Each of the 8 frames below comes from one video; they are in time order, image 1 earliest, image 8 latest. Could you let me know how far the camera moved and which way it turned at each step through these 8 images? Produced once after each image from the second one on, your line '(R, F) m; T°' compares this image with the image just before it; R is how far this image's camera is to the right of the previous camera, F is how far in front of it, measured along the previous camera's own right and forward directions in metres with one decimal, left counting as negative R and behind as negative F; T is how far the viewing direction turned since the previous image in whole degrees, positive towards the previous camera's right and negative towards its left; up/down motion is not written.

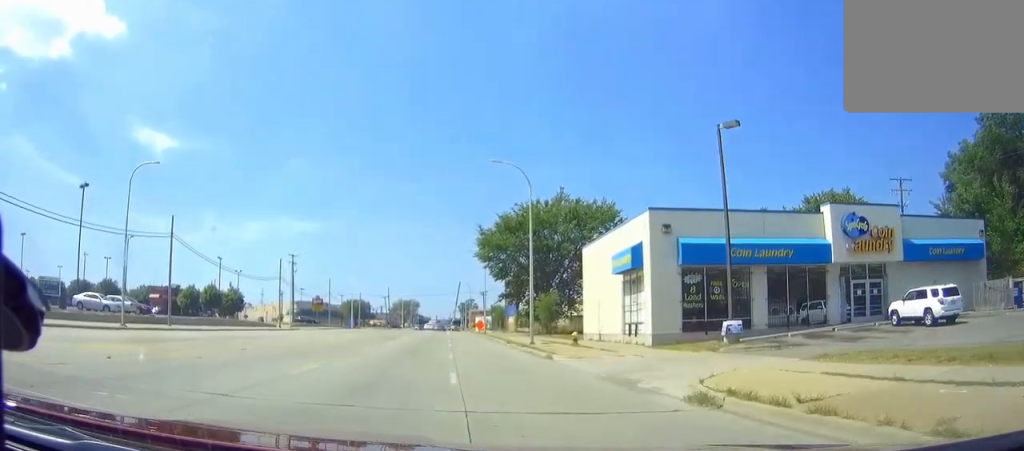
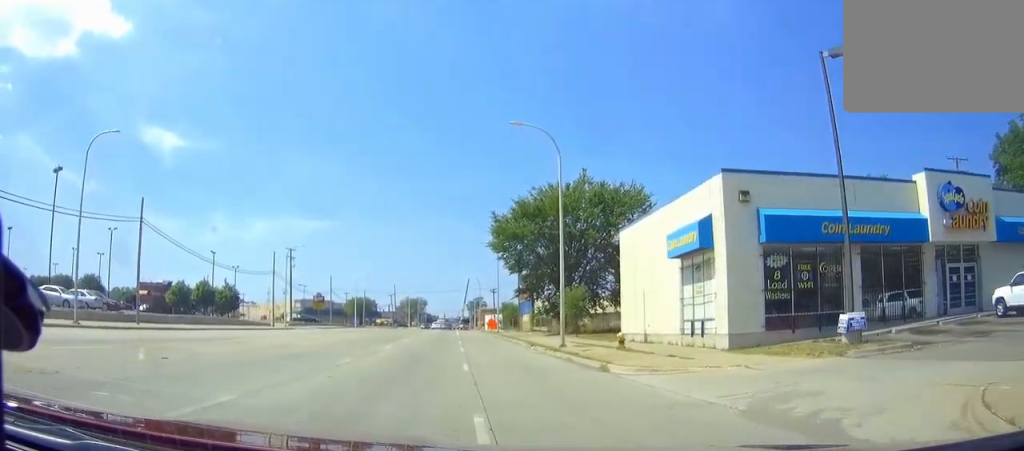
(-0.2, +7.7) m; -1°
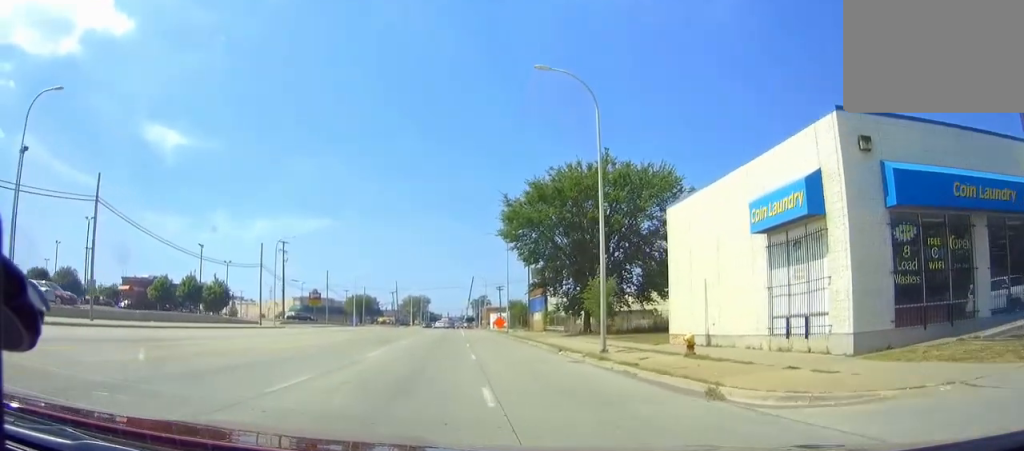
(-0.1, +7.7) m; -1°
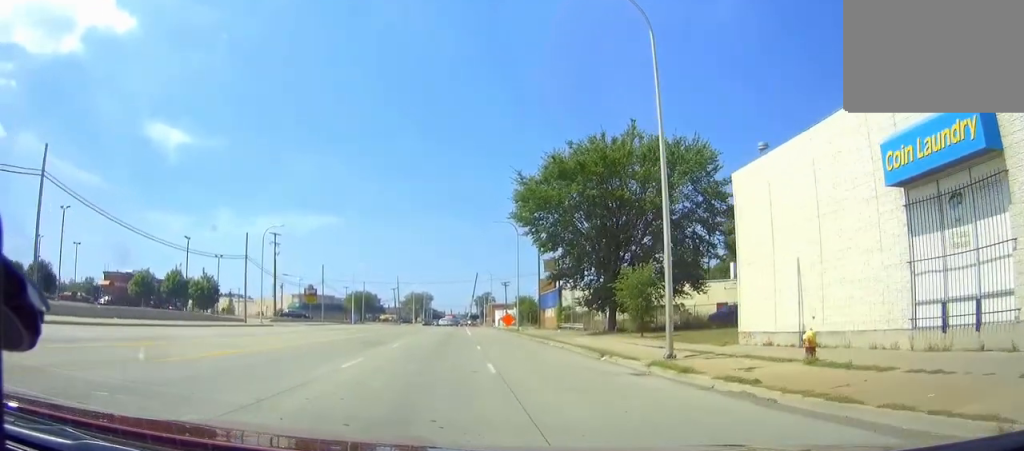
(0.0, +6.8) m; 0°
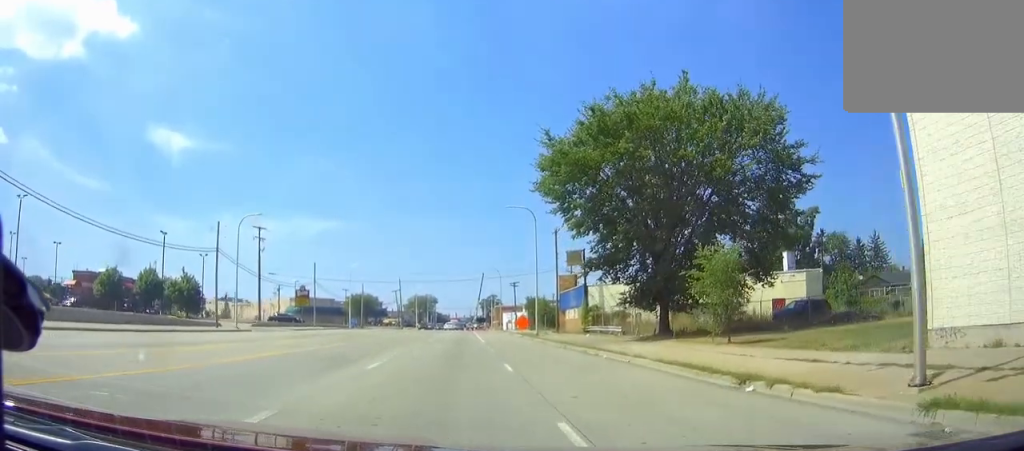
(-0.1, +10.4) m; -1°
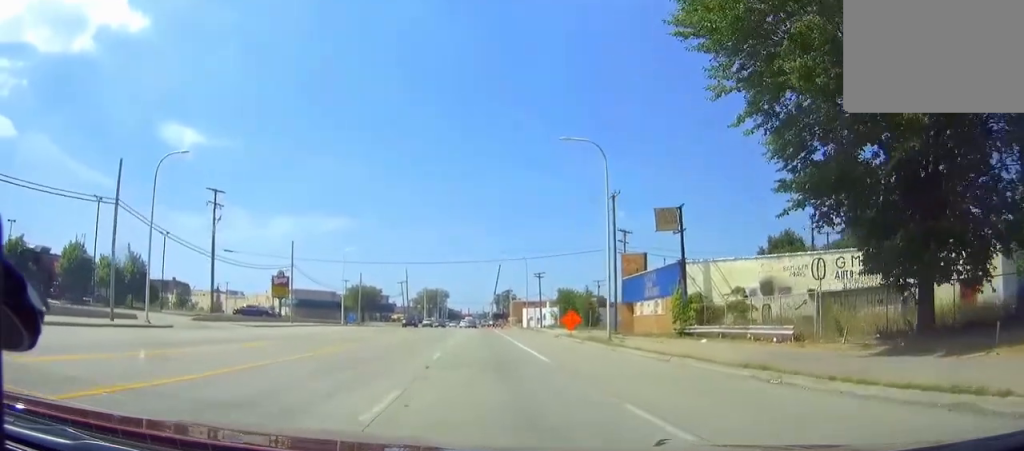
(-0.2, +21.5) m; 0°
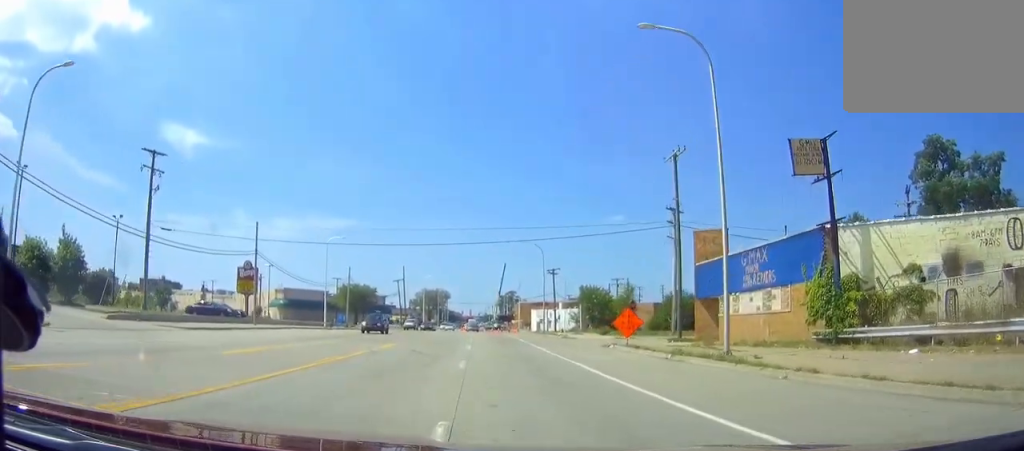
(+0.1, +15.3) m; +1°
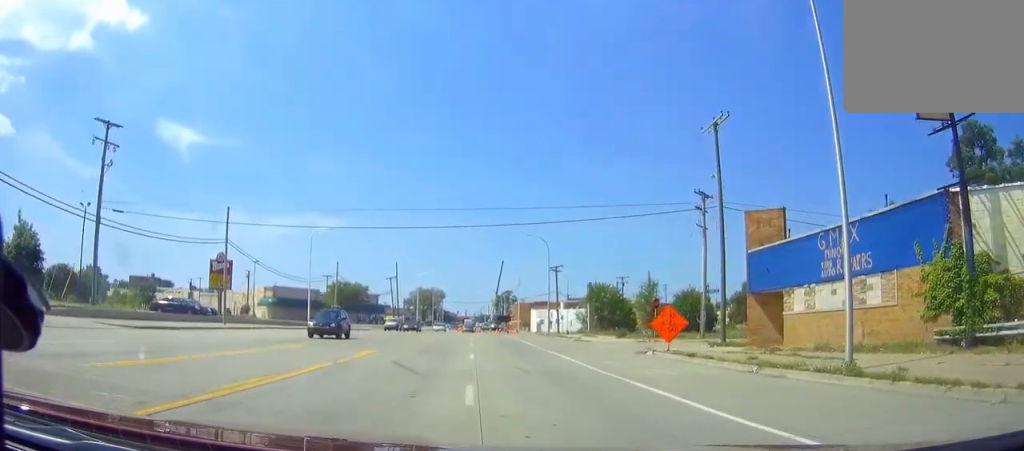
(0.0, +7.2) m; +1°
